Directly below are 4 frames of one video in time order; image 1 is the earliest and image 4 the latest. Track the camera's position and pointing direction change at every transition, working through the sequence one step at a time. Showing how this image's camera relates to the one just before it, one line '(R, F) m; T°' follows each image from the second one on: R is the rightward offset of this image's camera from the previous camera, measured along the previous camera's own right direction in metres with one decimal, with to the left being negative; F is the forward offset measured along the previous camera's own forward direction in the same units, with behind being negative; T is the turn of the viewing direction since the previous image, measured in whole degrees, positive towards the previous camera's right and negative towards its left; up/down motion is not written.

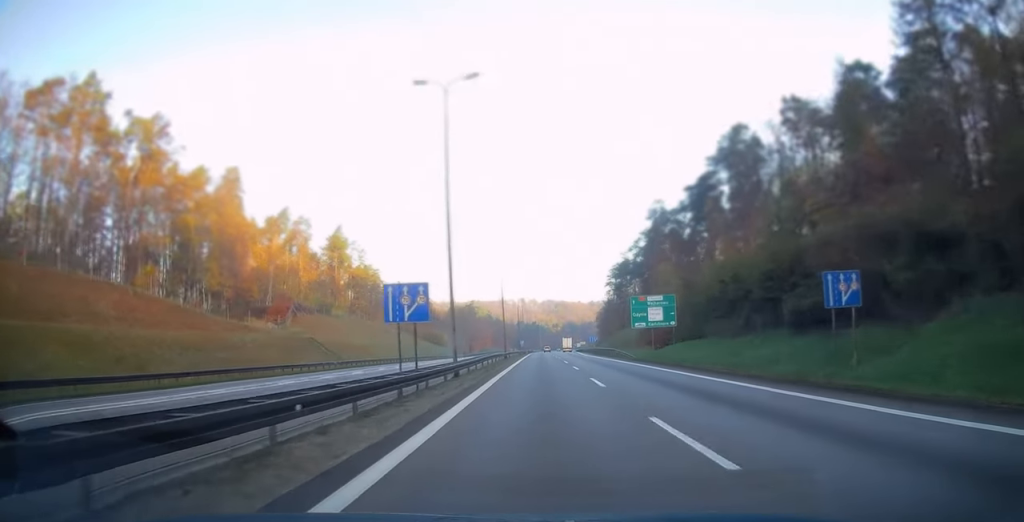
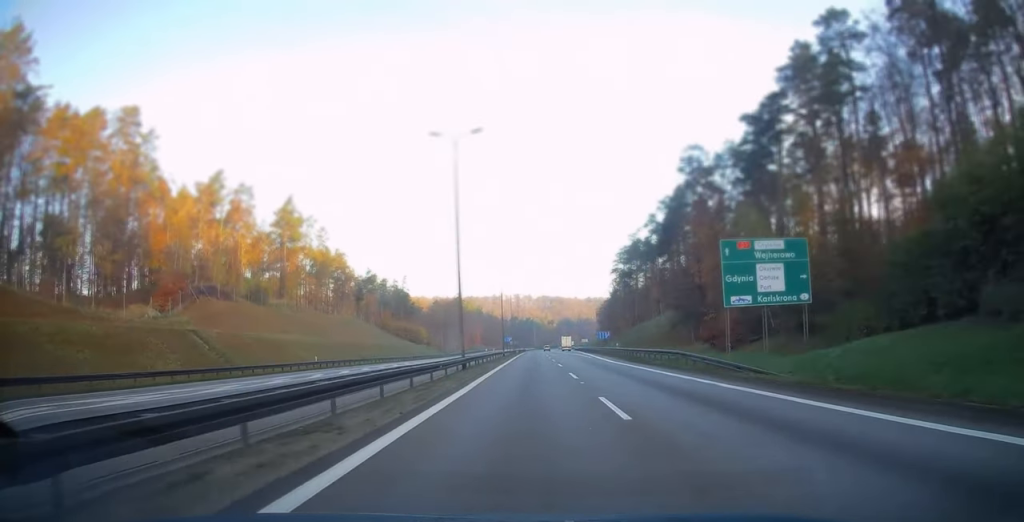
(+0.1, +32.0) m; 0°
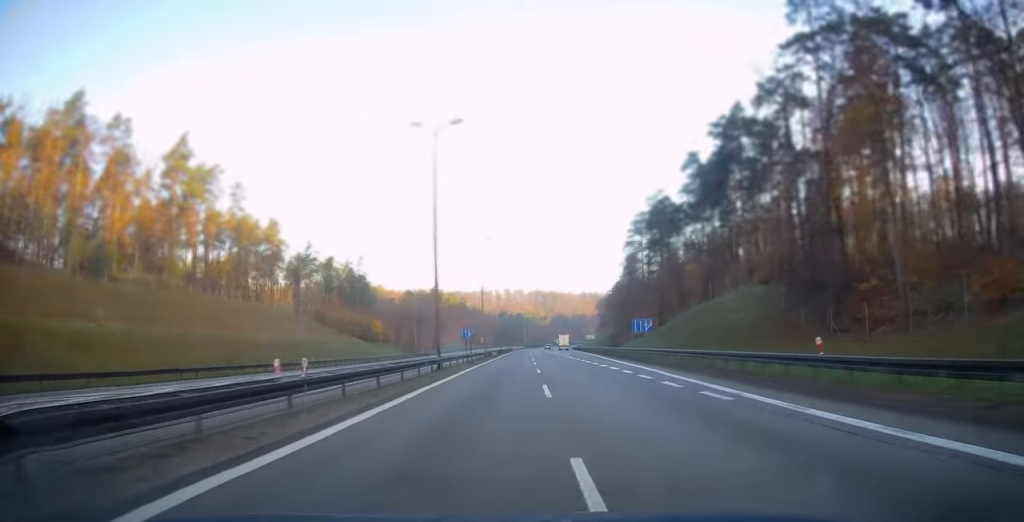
(+0.3, +43.6) m; 0°
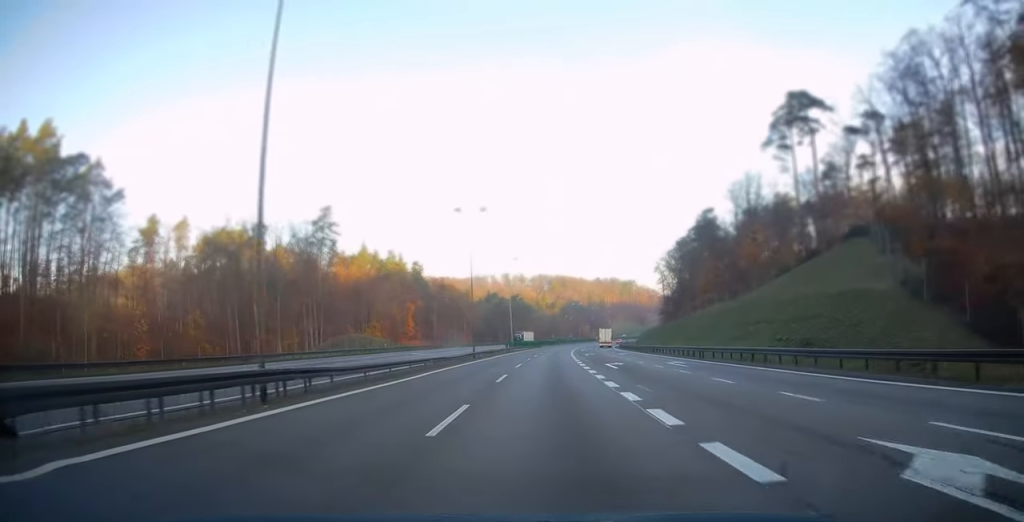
(-0.6, +138.3) m; 0°
